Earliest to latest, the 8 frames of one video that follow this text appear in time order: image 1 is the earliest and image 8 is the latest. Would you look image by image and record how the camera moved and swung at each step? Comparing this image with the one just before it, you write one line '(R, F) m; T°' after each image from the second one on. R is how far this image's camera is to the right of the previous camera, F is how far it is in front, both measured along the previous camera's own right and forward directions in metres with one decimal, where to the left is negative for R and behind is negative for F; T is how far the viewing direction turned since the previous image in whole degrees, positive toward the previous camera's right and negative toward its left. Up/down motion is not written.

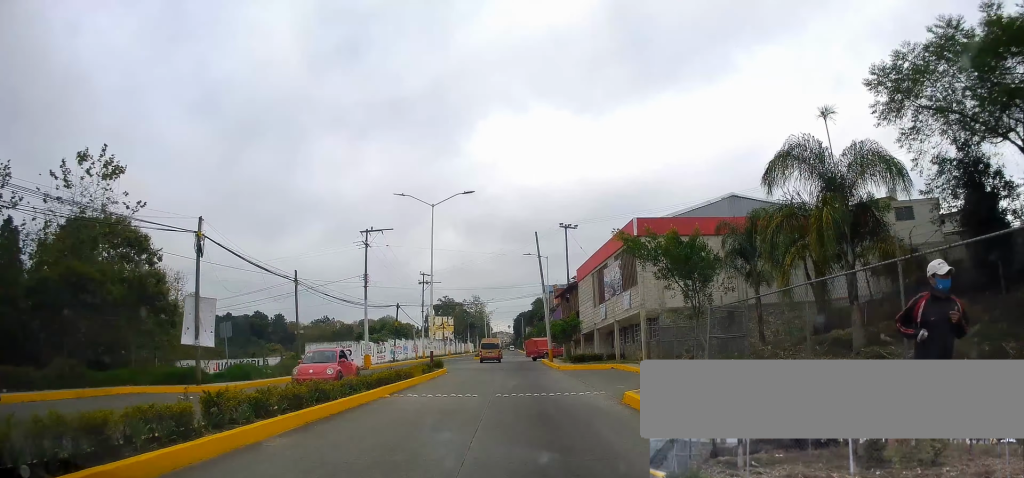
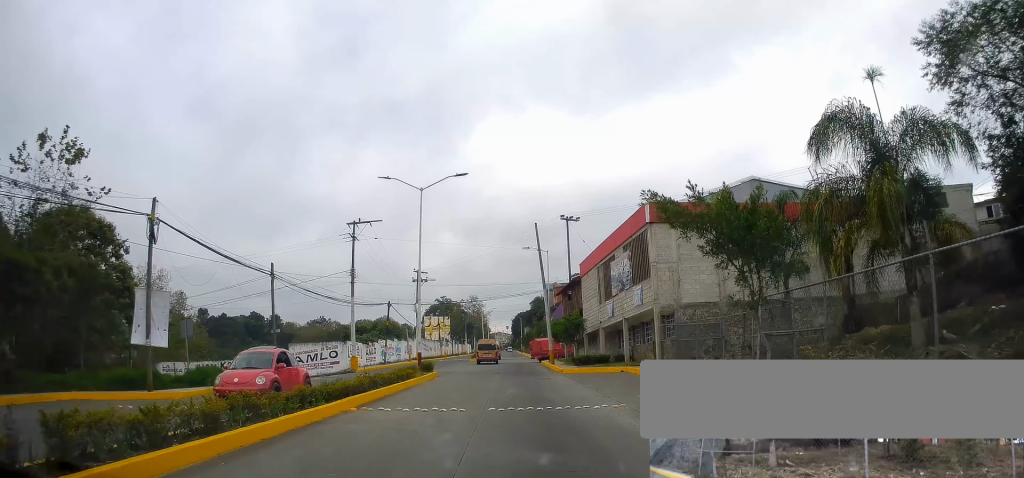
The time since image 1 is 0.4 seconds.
(0.0, +3.4) m; +1°
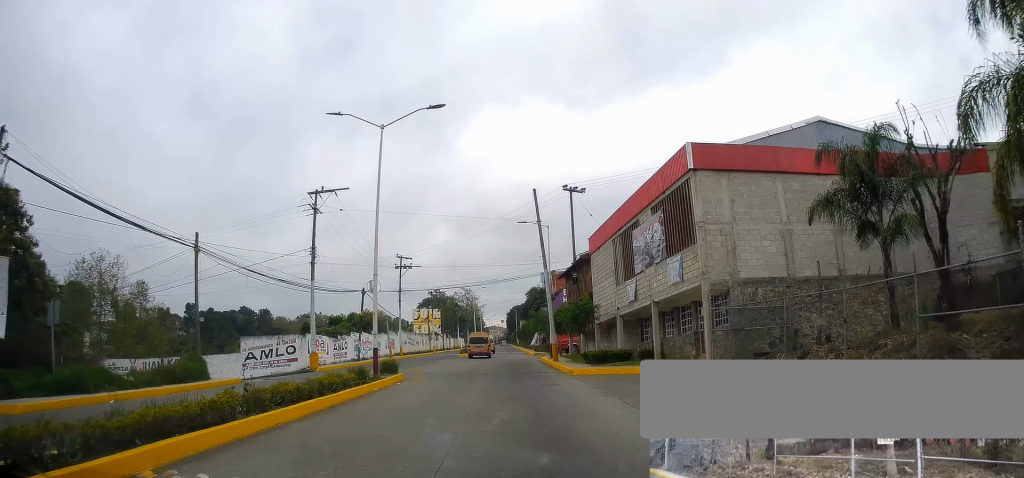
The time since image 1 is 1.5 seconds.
(+0.2, +8.9) m; +4°
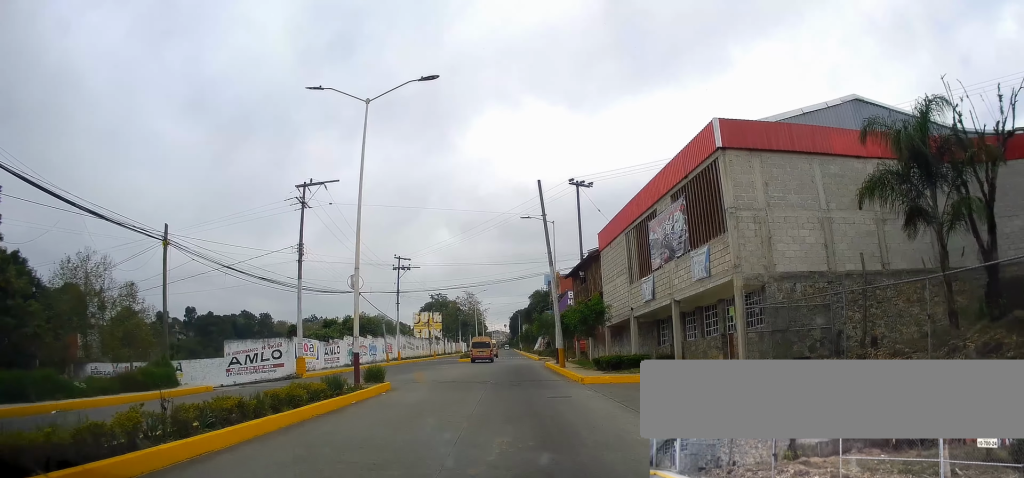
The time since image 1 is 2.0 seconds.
(0.0, +3.5) m; +2°
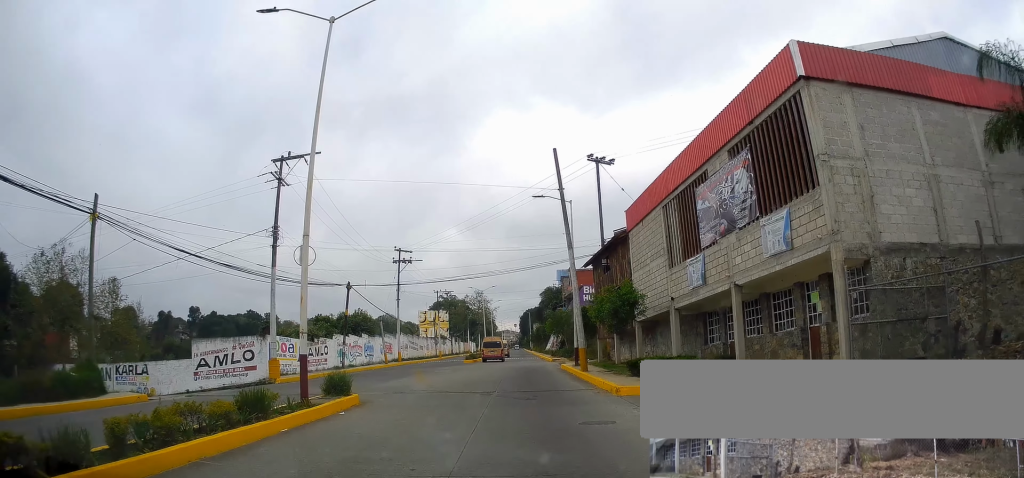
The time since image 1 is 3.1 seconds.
(+0.2, +6.0) m; 0°
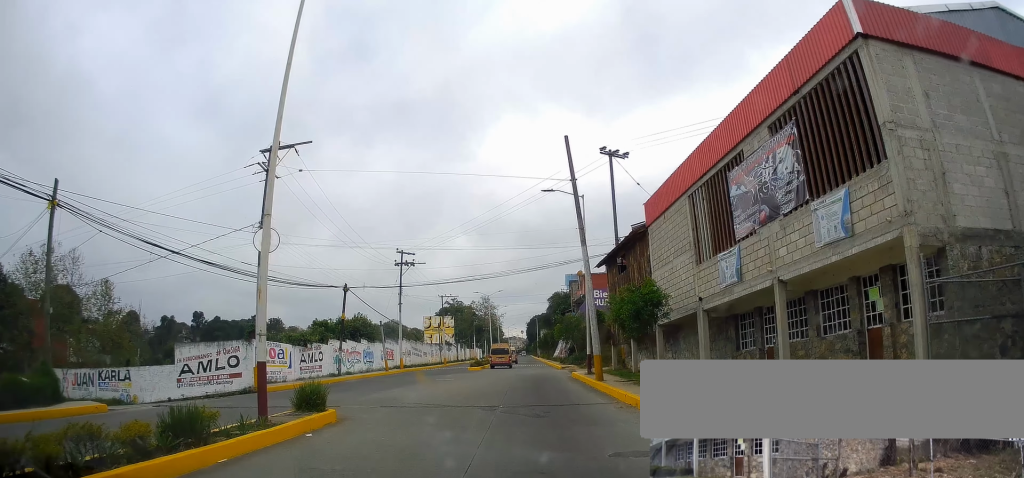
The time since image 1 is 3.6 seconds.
(-0.1, +2.5) m; 0°
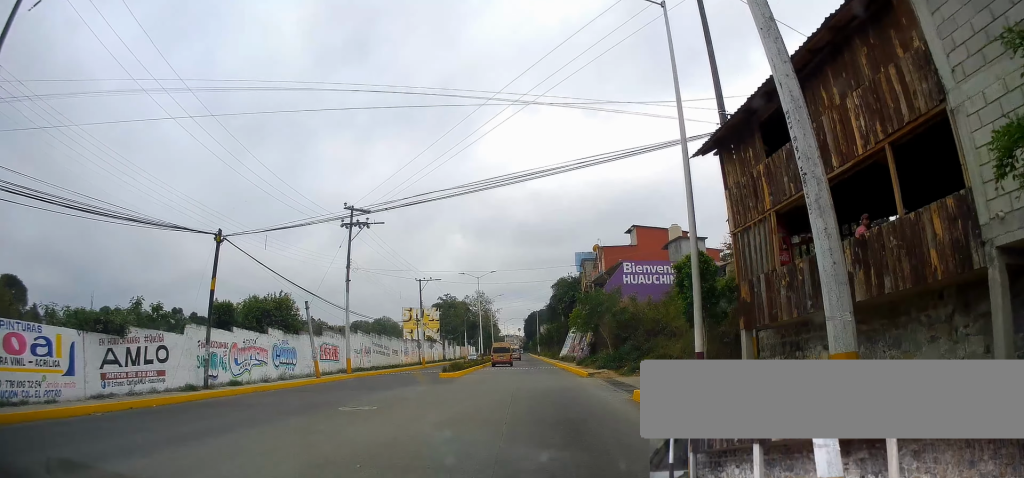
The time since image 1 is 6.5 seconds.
(-0.5, +14.7) m; -2°
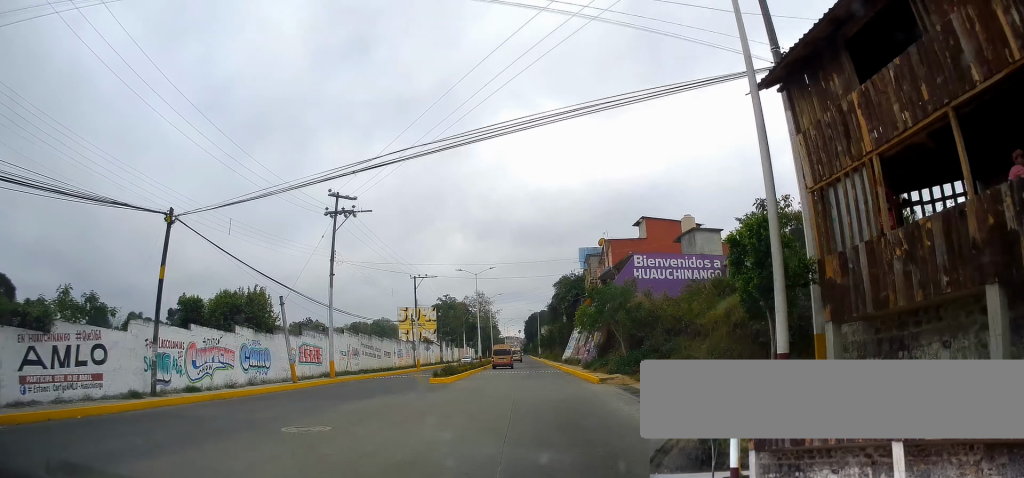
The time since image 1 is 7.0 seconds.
(+0.2, +2.9) m; 0°
